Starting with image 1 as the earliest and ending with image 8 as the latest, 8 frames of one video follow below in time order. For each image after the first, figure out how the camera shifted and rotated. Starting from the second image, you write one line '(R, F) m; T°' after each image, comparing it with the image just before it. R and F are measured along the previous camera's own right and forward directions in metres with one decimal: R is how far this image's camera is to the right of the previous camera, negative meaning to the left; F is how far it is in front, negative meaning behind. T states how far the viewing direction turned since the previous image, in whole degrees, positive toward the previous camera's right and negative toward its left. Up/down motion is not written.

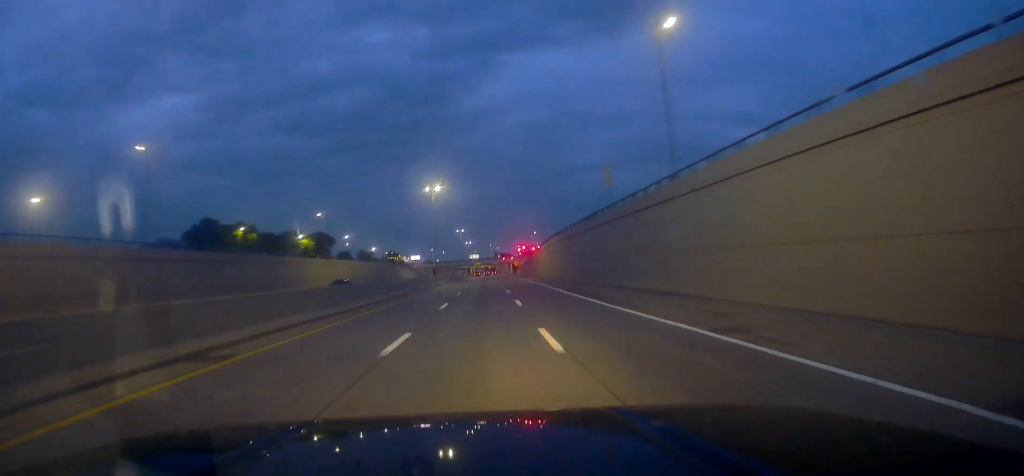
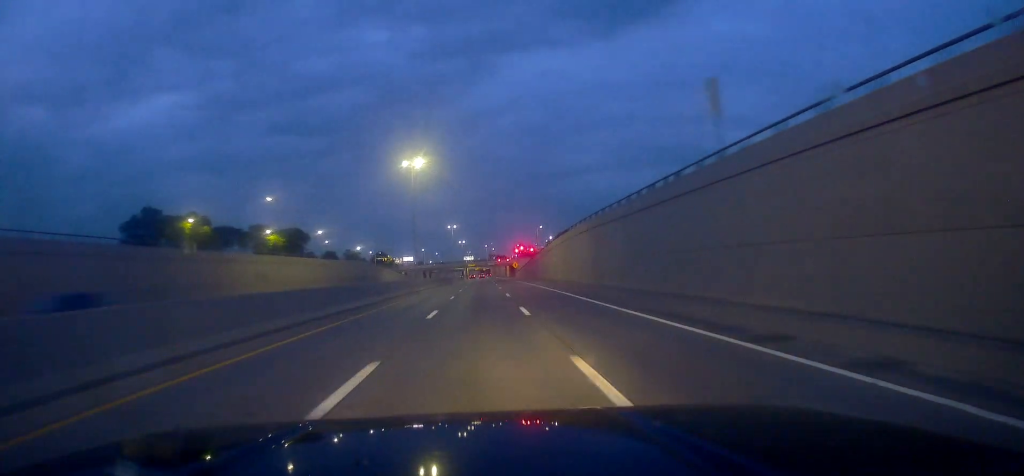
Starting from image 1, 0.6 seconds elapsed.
(+0.1, +20.9) m; +1°
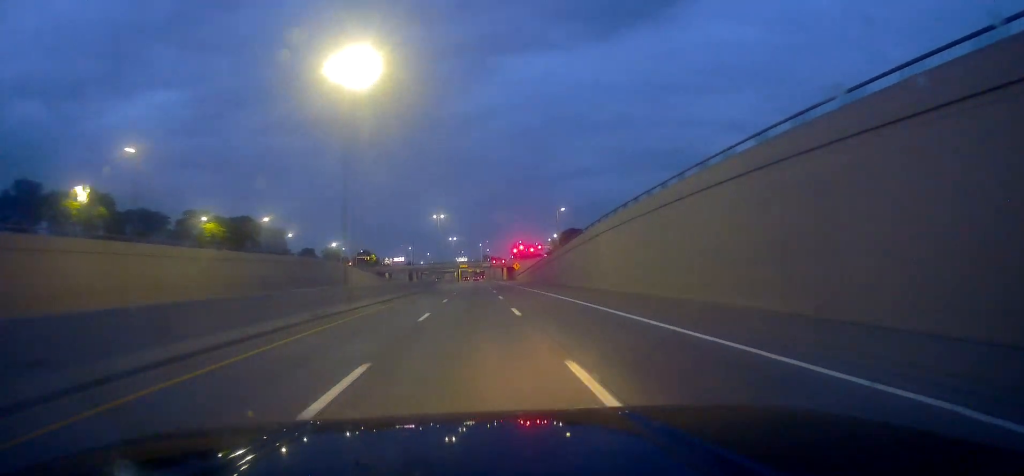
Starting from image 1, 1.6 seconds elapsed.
(+0.4, +31.0) m; +1°
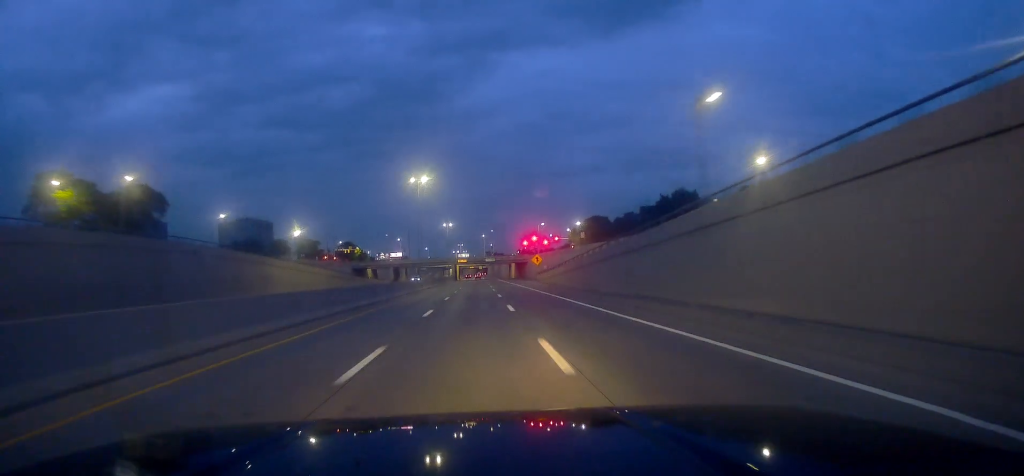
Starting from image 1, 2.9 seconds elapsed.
(+0.1, +43.1) m; -1°
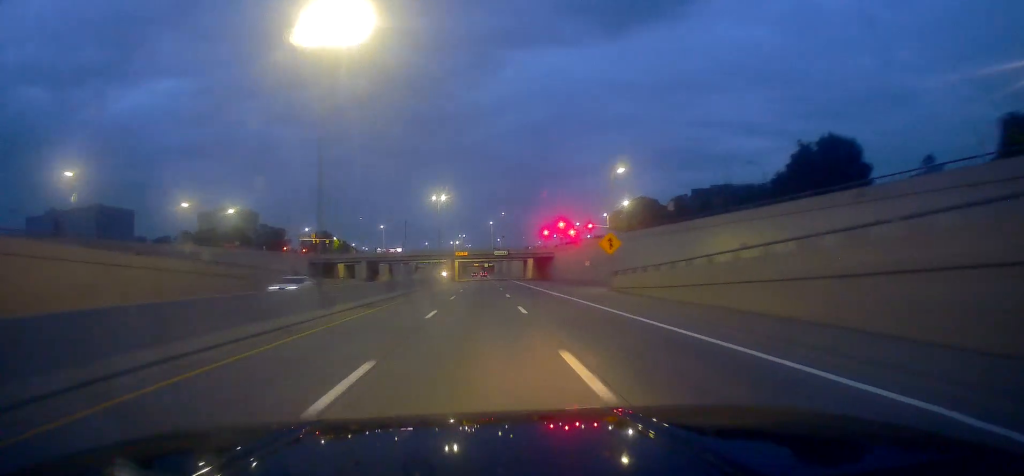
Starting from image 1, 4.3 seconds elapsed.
(0.0, +48.7) m; 0°
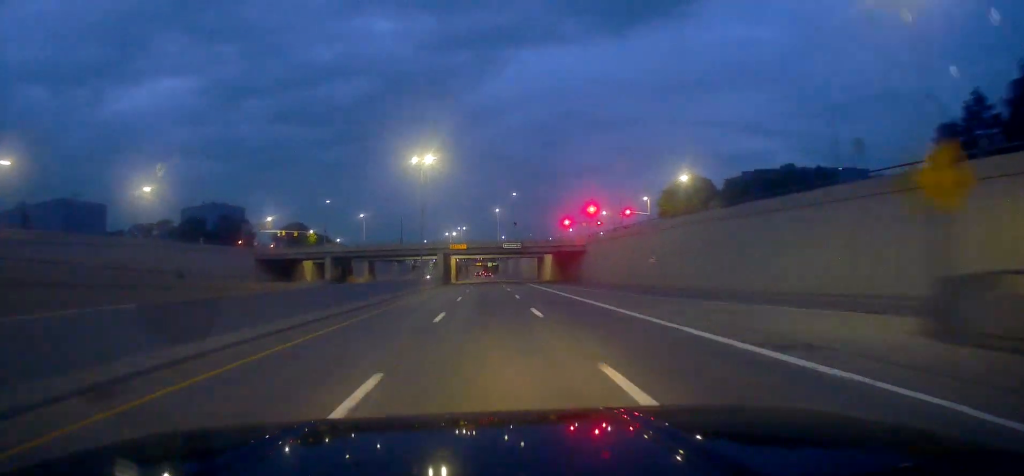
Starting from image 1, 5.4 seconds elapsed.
(-0.3, +34.0) m; 0°
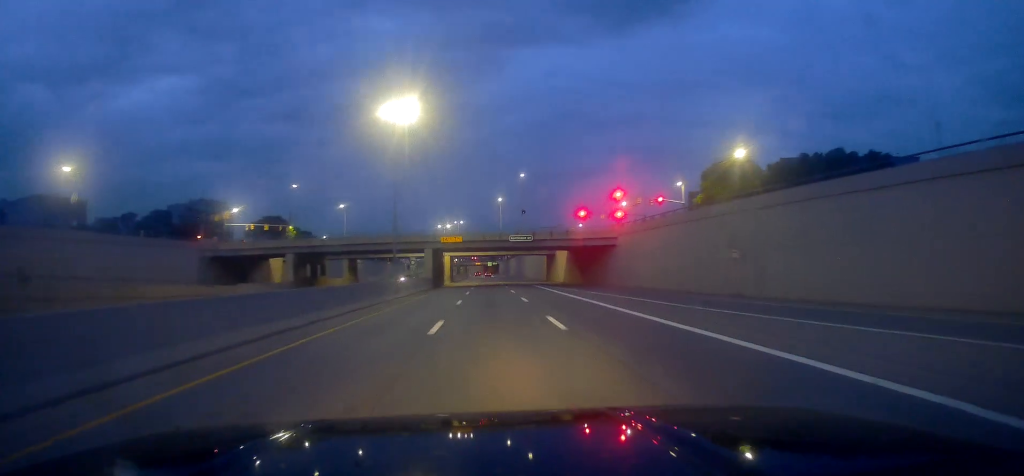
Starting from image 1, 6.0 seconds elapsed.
(+0.2, +19.4) m; 0°
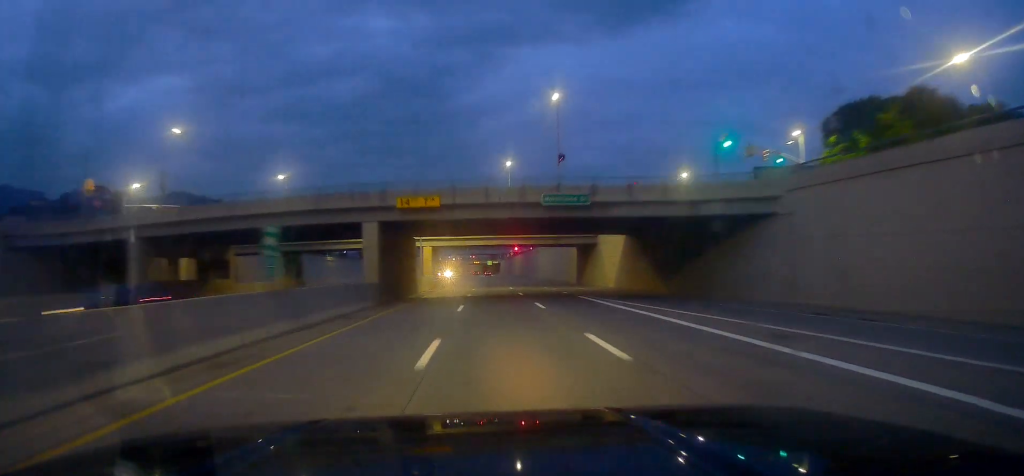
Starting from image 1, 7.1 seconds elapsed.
(-0.5, +36.4) m; 0°
